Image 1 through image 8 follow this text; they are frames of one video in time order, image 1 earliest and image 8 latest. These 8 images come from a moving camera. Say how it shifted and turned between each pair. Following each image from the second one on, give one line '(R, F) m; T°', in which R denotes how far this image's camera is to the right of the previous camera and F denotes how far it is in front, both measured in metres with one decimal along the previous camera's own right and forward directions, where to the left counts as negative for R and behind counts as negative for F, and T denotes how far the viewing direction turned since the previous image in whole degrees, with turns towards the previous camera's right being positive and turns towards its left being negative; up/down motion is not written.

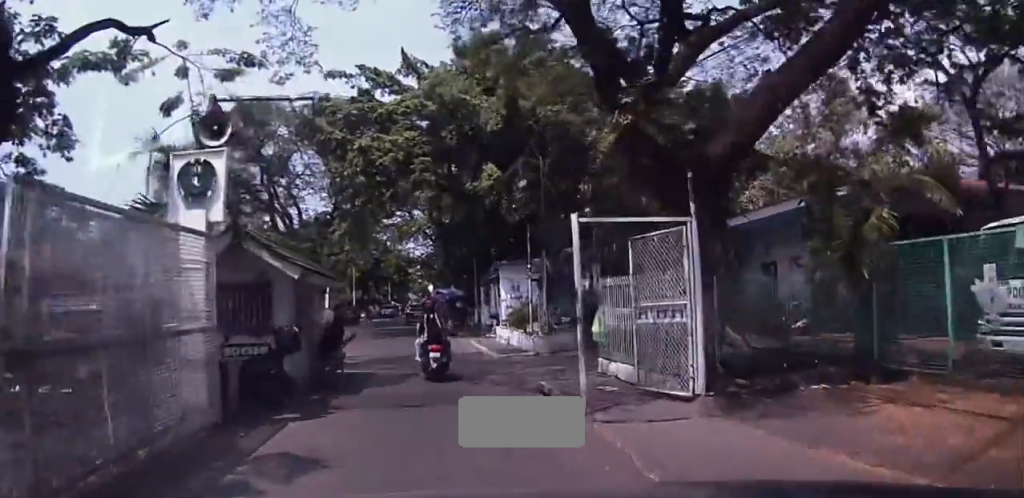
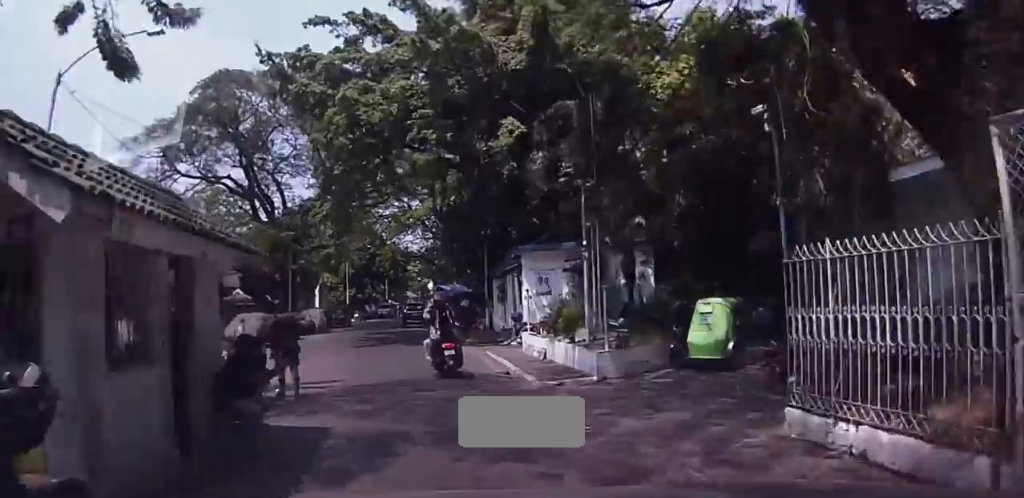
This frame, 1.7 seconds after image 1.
(0.0, +6.2) m; +1°
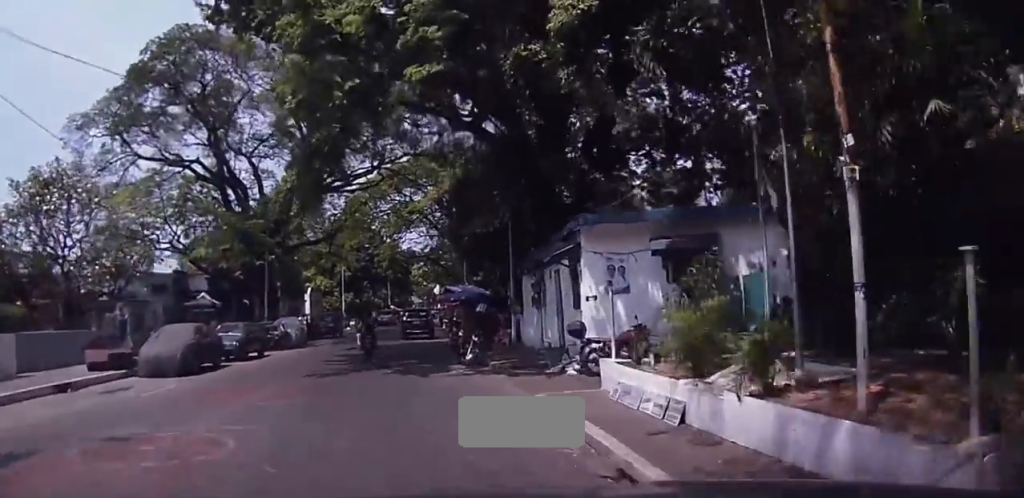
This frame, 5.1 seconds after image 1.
(+0.2, +10.6) m; -3°
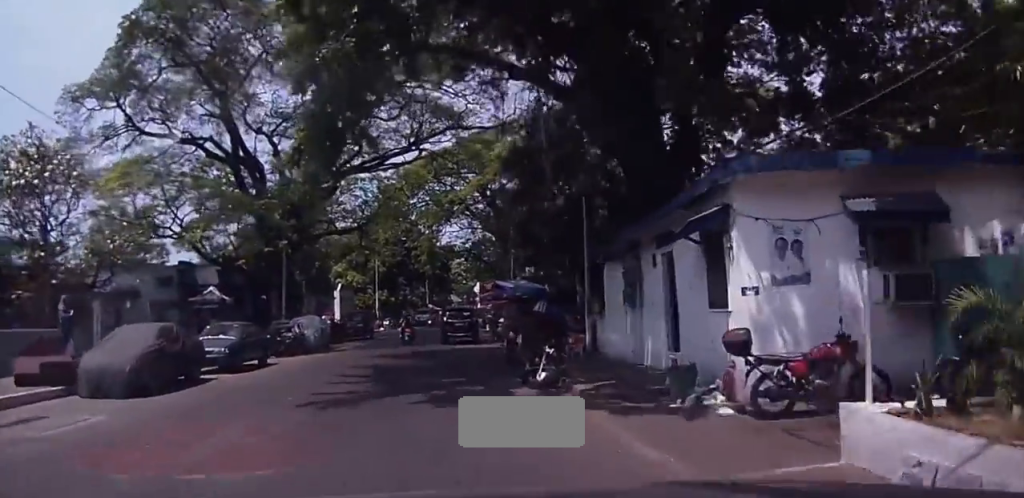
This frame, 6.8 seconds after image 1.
(-0.3, +5.8) m; -6°
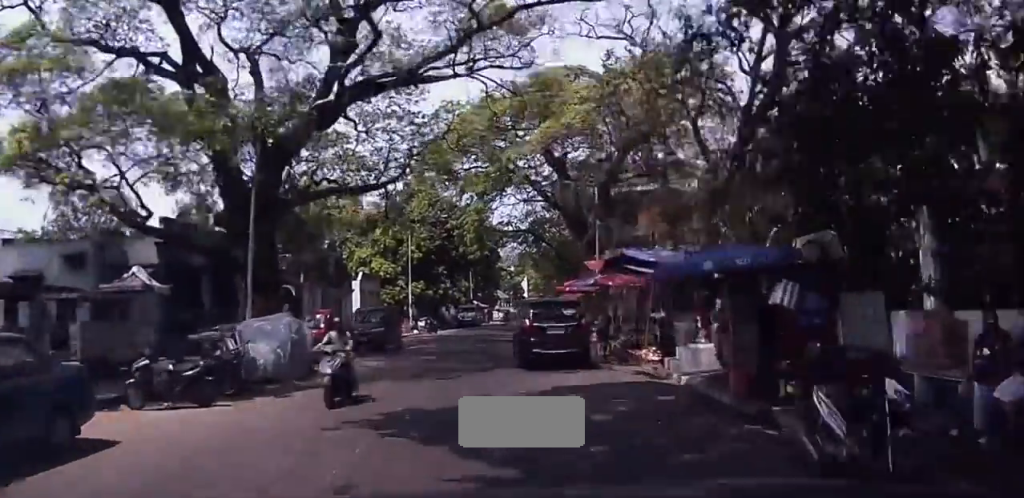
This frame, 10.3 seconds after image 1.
(-0.4, +14.3) m; +2°
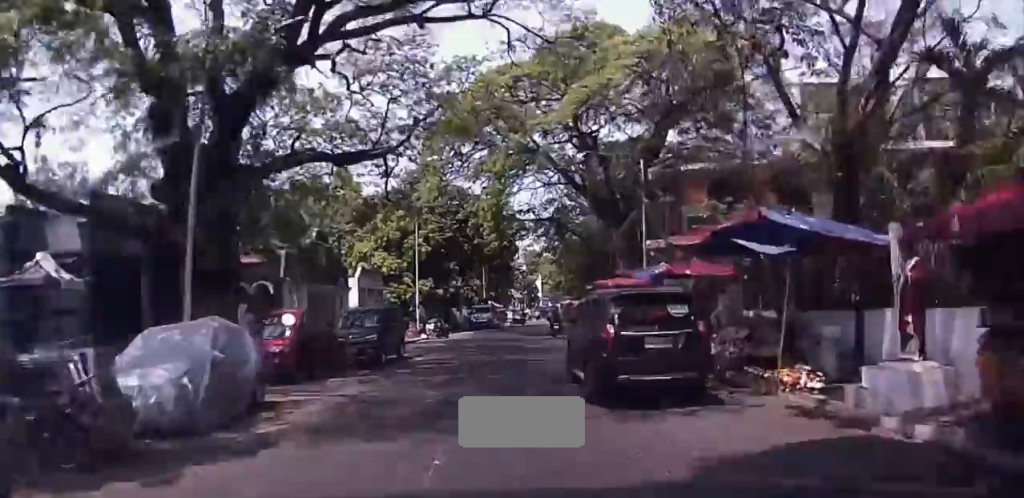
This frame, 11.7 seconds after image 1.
(+0.3, +6.6) m; +2°
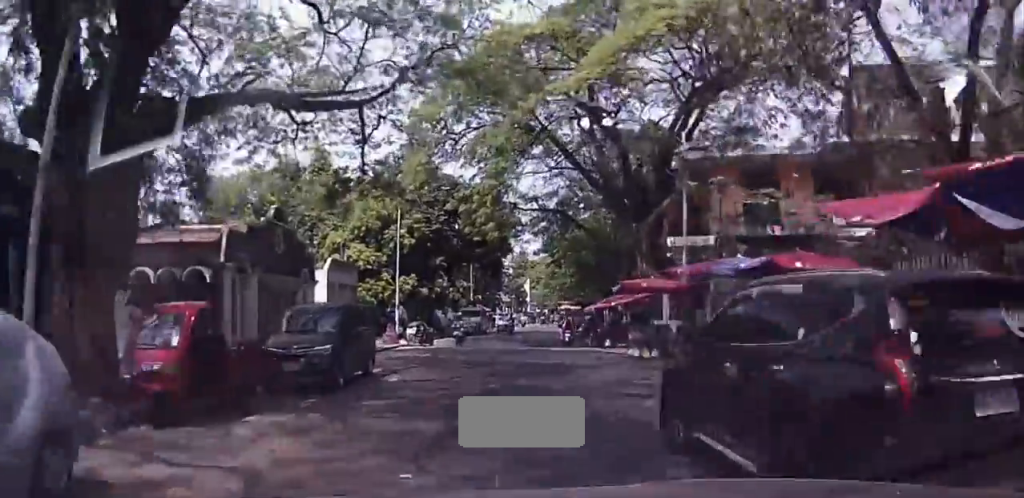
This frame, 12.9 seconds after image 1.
(+0.1, +6.1) m; +2°
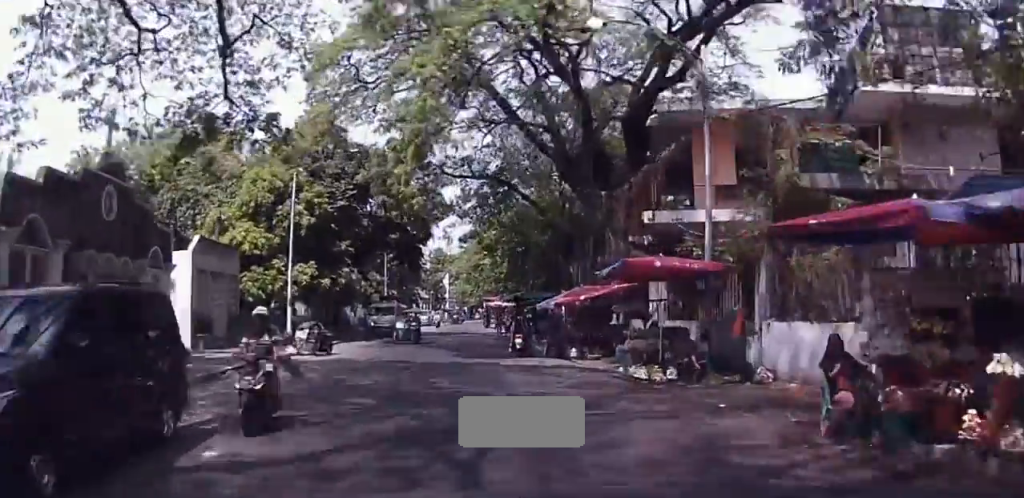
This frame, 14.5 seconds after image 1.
(0.0, +8.1) m; +2°
